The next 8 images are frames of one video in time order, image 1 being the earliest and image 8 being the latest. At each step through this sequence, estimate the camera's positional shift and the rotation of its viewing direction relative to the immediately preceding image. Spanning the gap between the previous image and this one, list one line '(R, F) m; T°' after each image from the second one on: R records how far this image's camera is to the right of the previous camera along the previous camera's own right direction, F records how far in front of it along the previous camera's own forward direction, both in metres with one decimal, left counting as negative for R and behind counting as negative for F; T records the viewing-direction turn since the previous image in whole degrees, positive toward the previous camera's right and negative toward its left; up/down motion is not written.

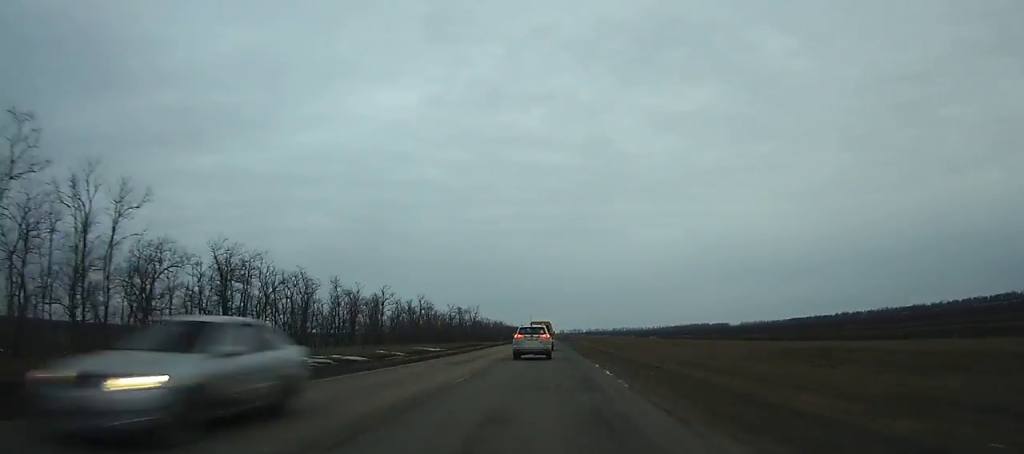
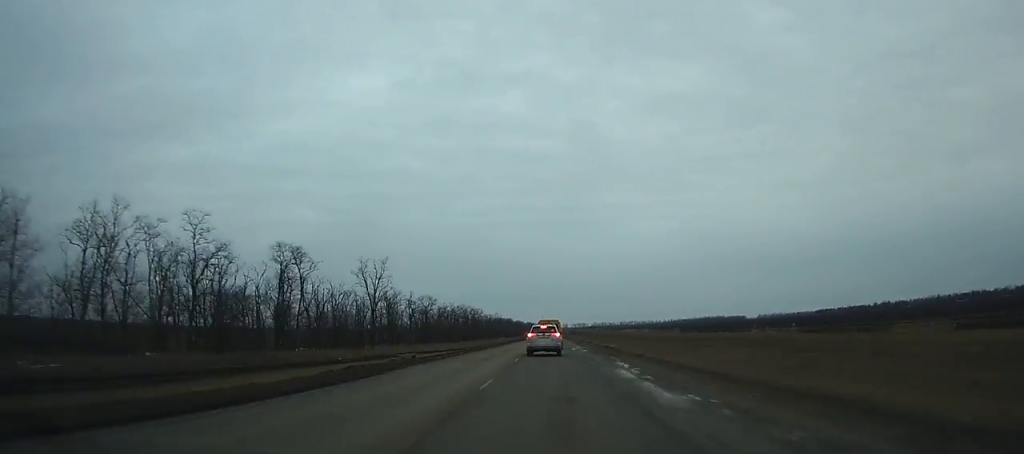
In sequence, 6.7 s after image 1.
(-1.0, +132.1) m; 0°
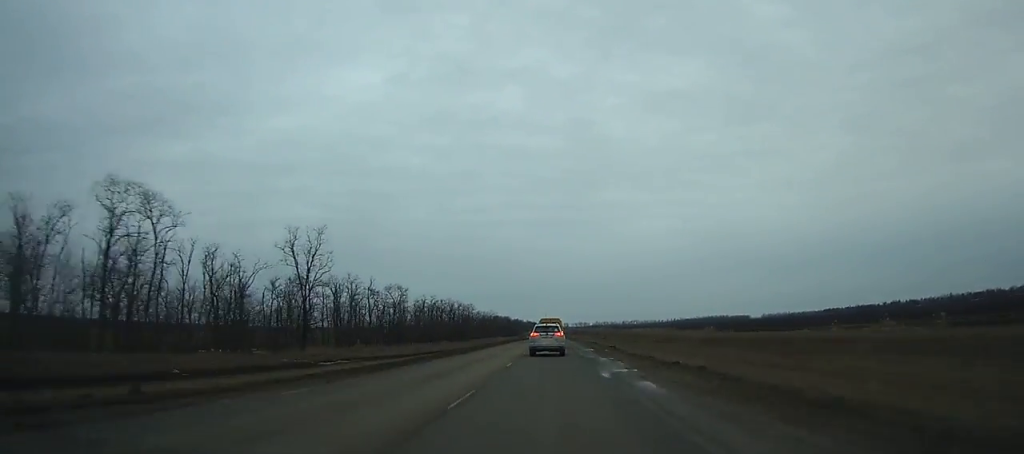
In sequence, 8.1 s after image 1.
(+0.1, +27.6) m; 0°
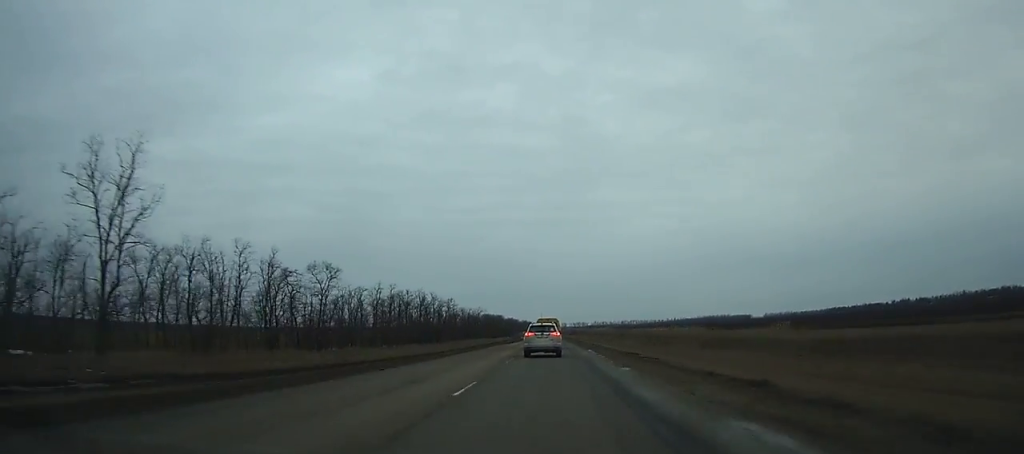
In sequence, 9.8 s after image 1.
(0.0, +33.4) m; 0°
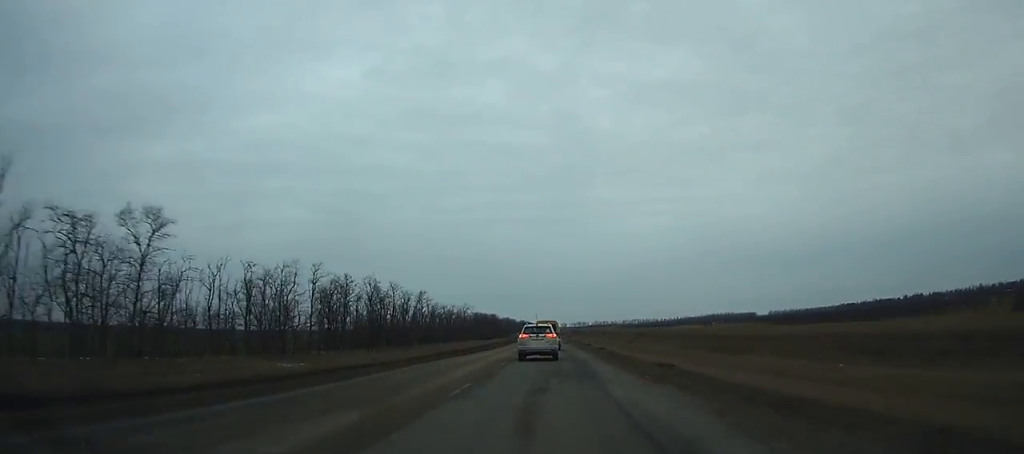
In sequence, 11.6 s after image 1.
(0.0, +35.4) m; 0°
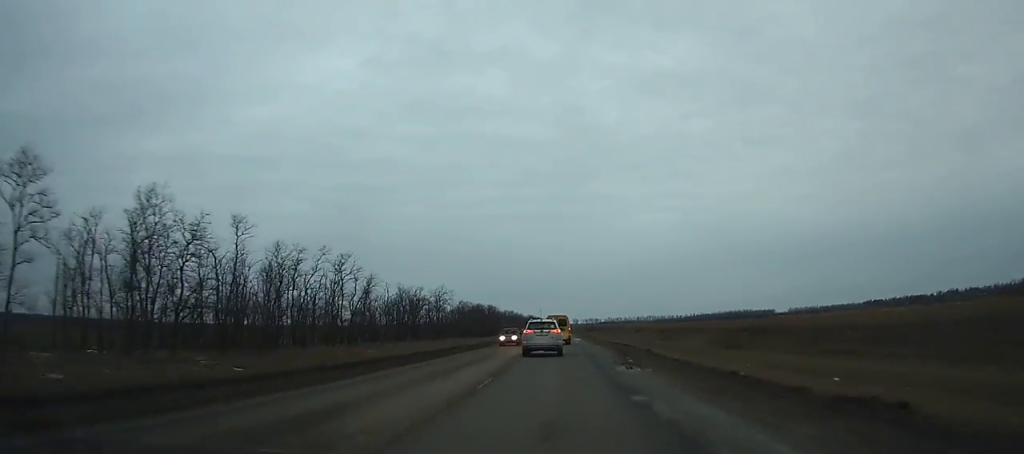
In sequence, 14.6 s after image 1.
(-0.2, +58.8) m; 0°
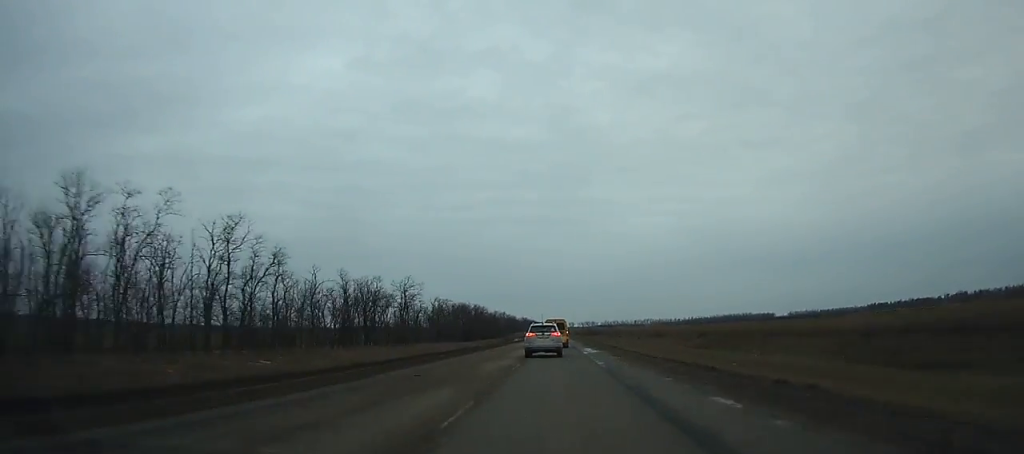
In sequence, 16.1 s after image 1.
(+0.1, +29.4) m; 0°
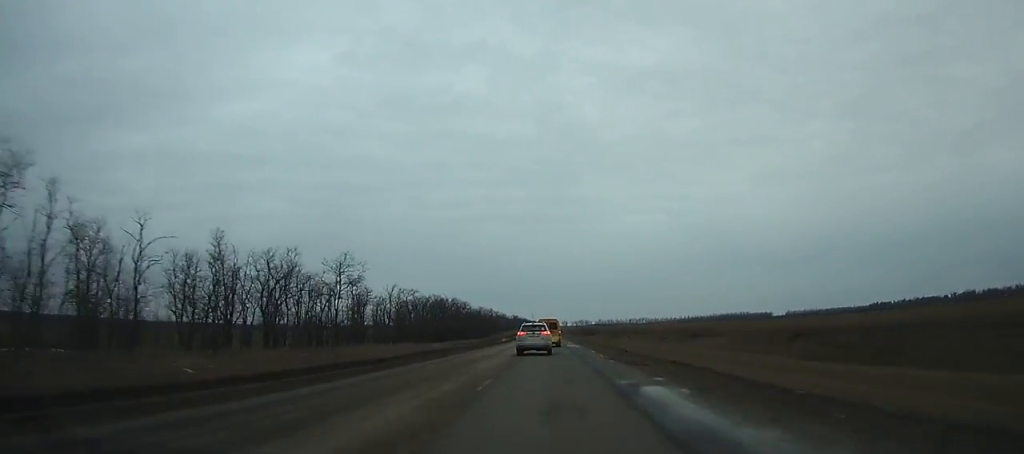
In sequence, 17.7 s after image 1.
(0.0, +31.6) m; 0°
